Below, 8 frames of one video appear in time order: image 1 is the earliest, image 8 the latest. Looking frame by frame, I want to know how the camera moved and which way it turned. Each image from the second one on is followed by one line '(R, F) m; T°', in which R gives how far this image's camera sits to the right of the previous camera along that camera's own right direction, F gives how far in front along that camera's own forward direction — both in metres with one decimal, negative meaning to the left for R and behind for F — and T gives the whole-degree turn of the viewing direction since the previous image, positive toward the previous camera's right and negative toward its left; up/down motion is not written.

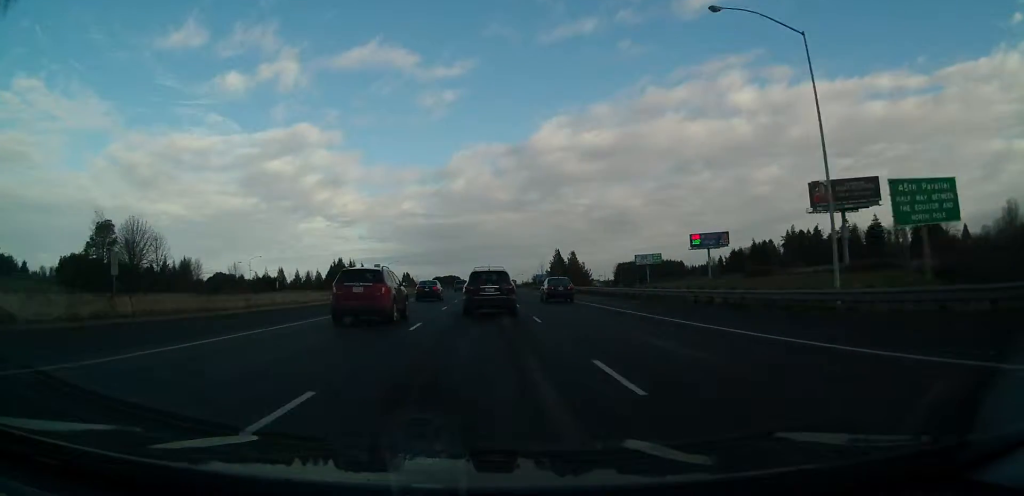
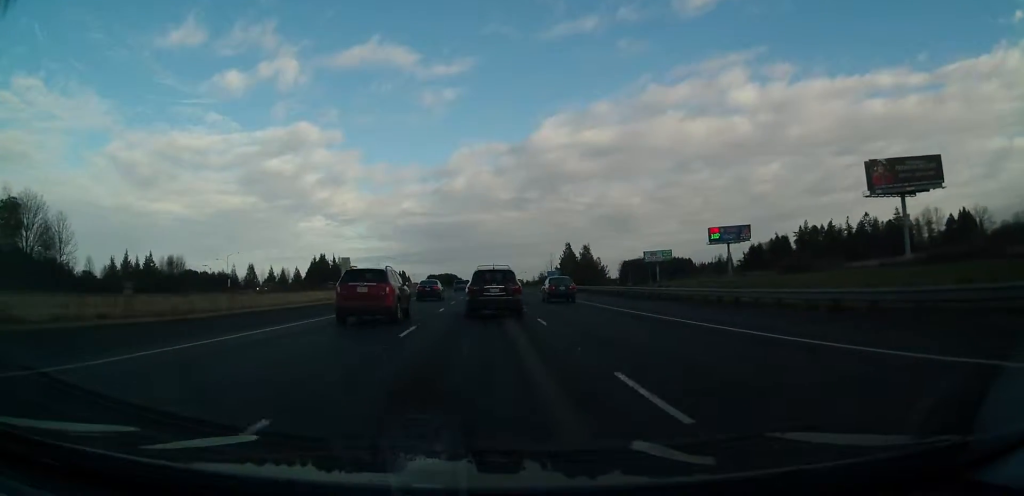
(+0.1, +26.2) m; 0°
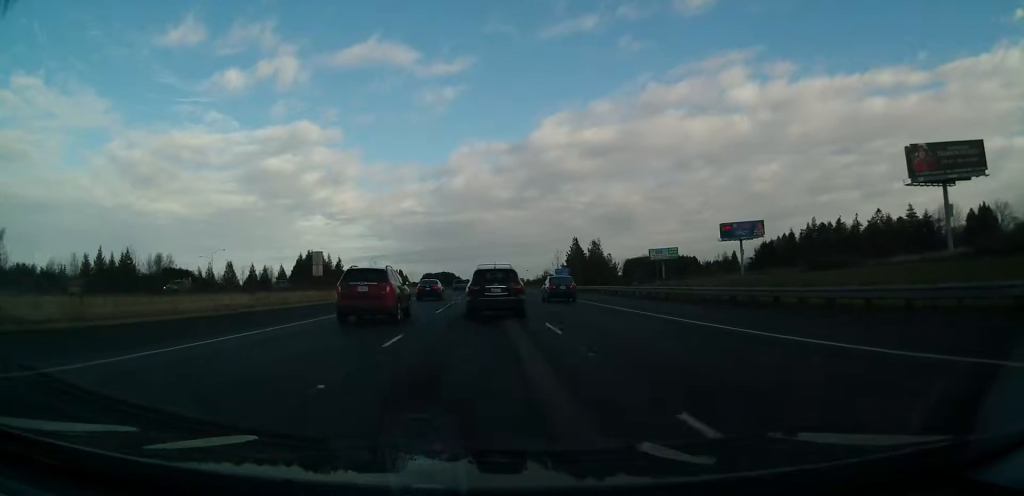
(0.0, +15.2) m; 0°
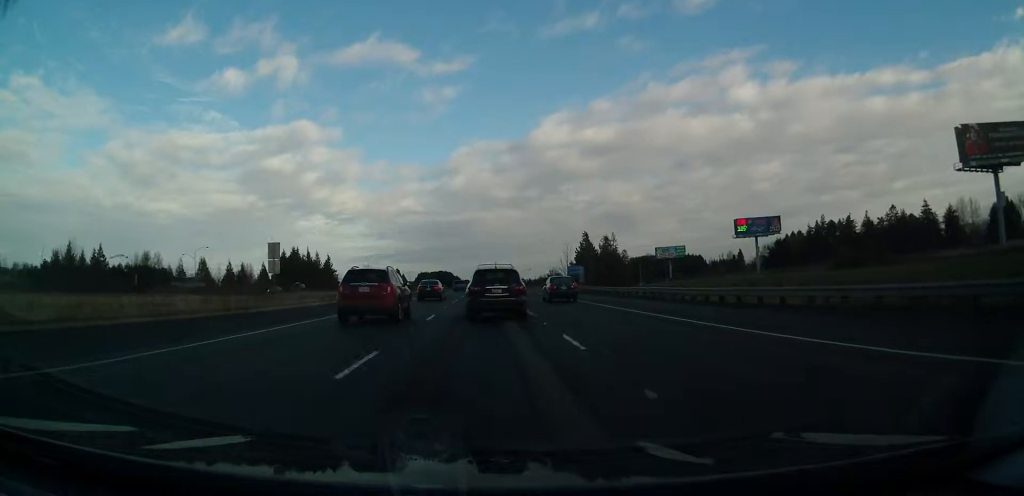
(+0.1, +16.1) m; 0°
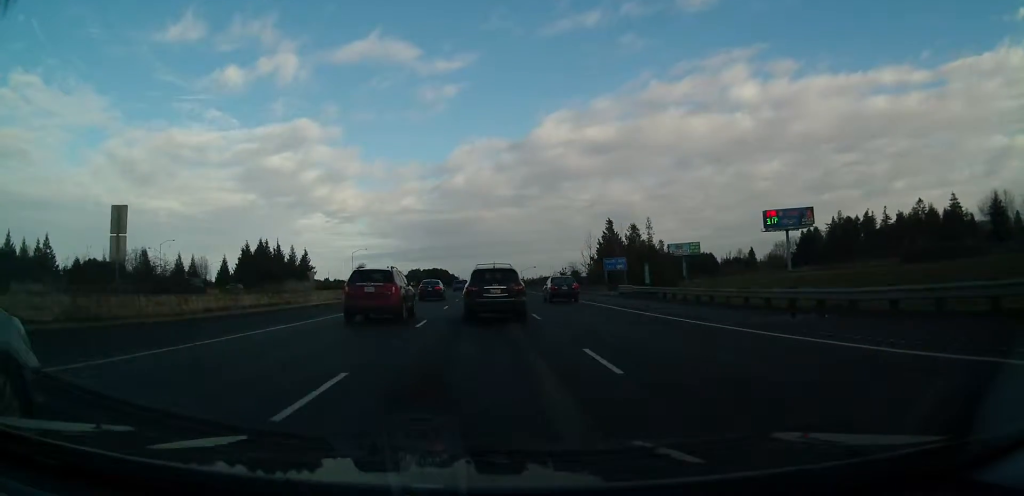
(0.0, +27.8) m; 0°
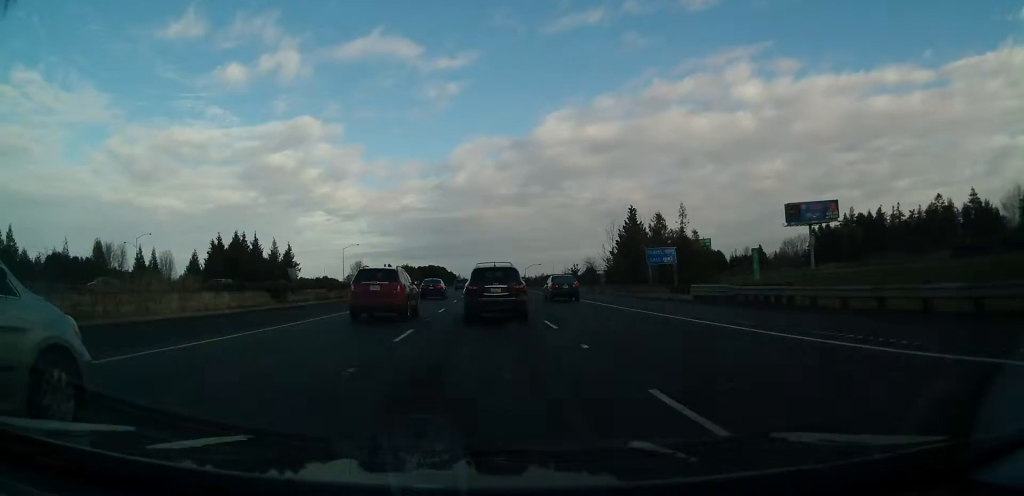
(+0.1, +17.0) m; 0°
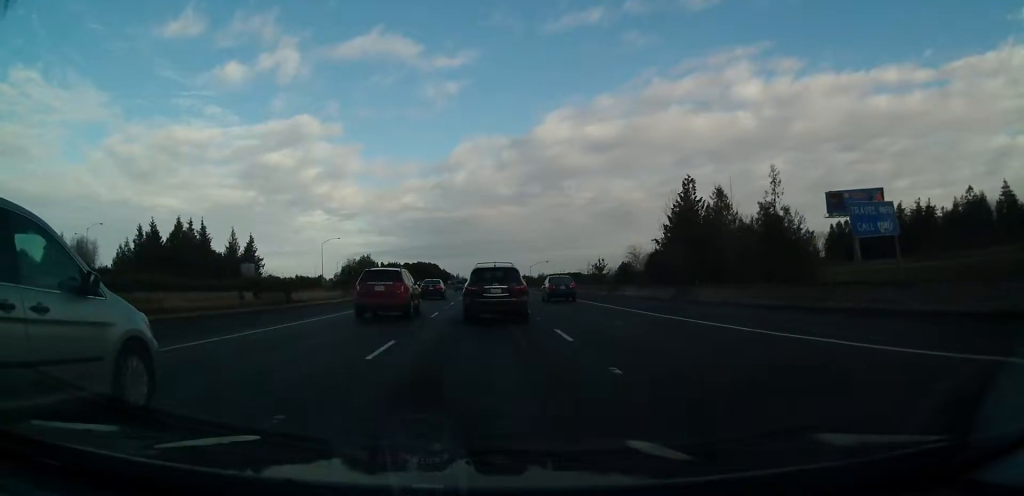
(-0.2, +28.0) m; +1°
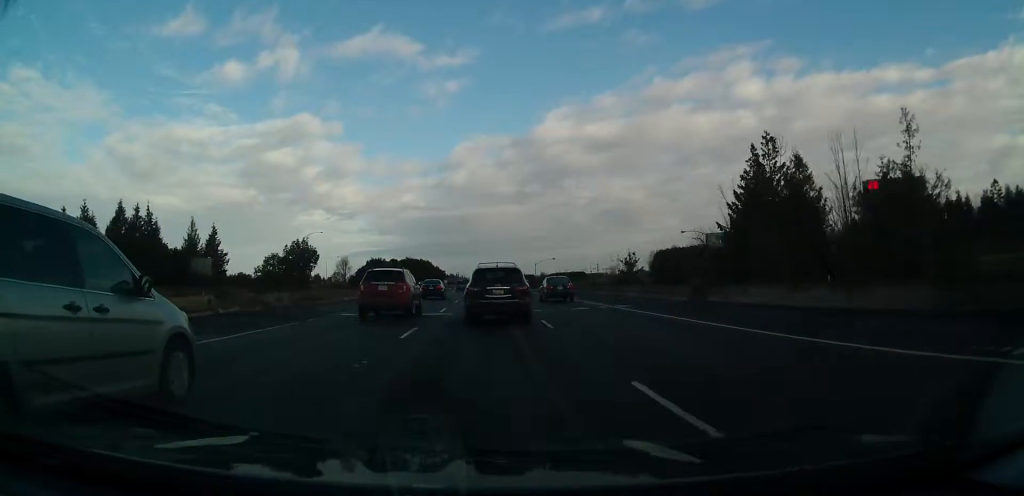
(+0.3, +20.5) m; 0°
